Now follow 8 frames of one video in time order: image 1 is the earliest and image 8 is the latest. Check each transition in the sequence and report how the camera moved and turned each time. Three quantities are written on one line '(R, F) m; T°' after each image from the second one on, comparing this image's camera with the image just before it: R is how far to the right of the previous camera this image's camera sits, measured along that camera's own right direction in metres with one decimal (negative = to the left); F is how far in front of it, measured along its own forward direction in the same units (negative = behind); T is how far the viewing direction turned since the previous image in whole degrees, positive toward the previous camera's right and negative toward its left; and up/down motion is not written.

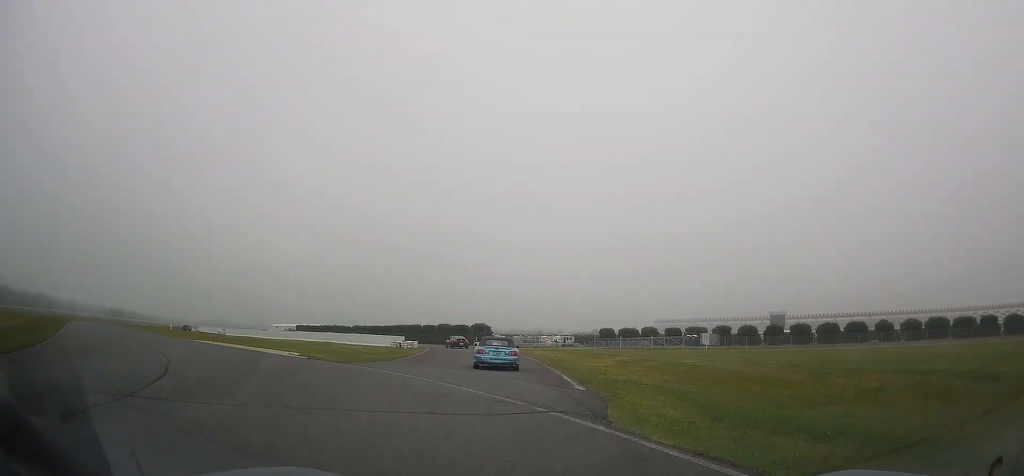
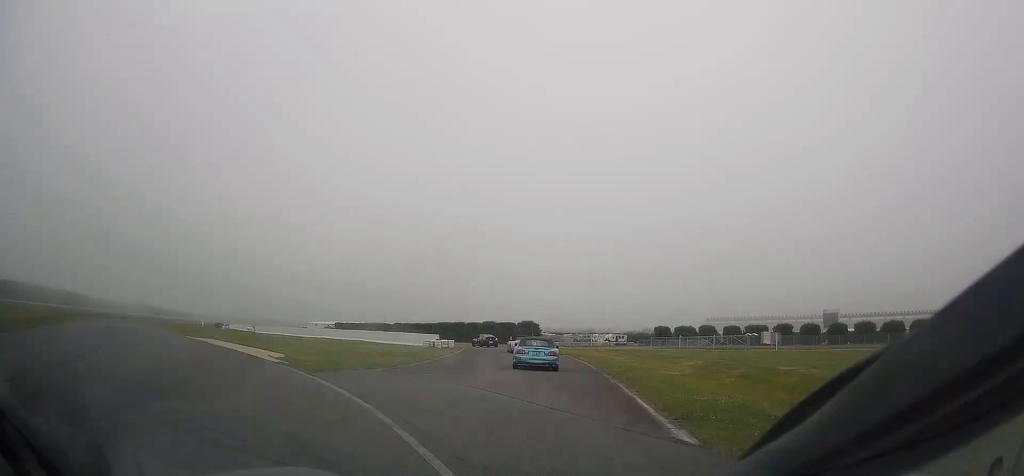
(-0.4, +7.0) m; -4°
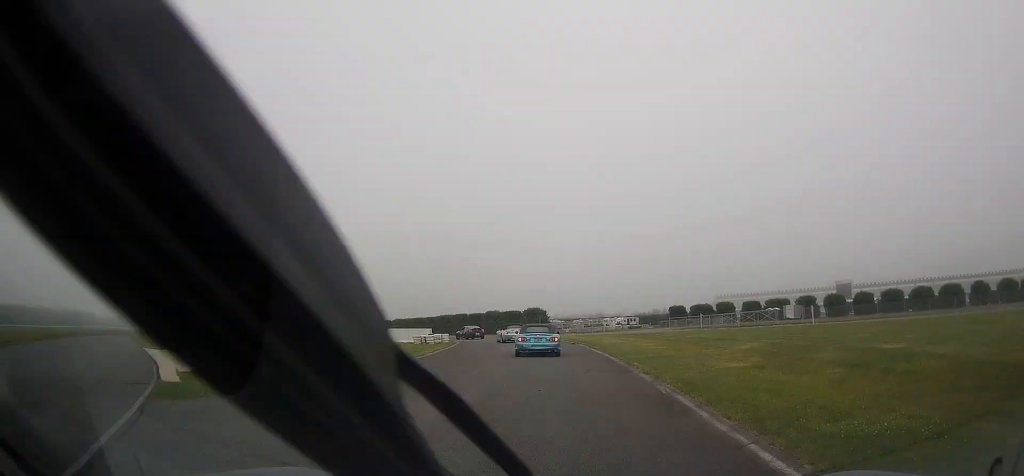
(-0.2, +7.0) m; -2°
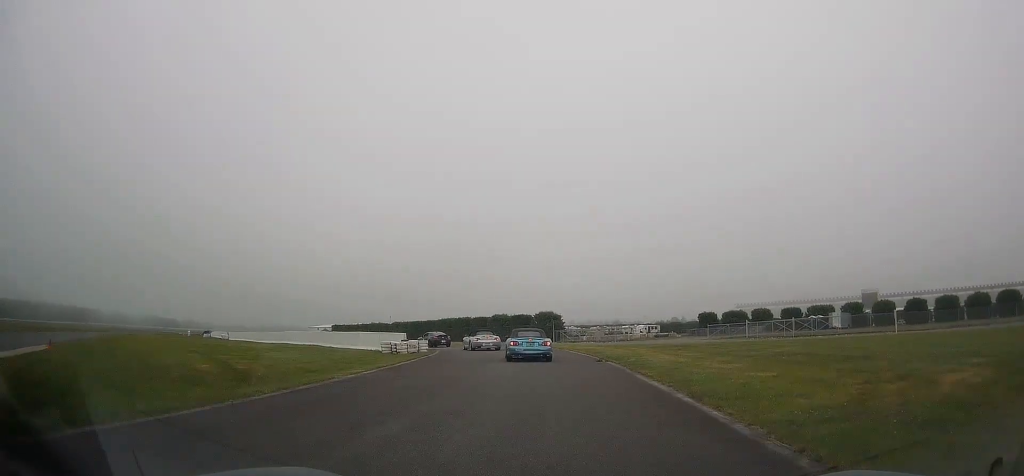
(-0.2, +12.1) m; 0°
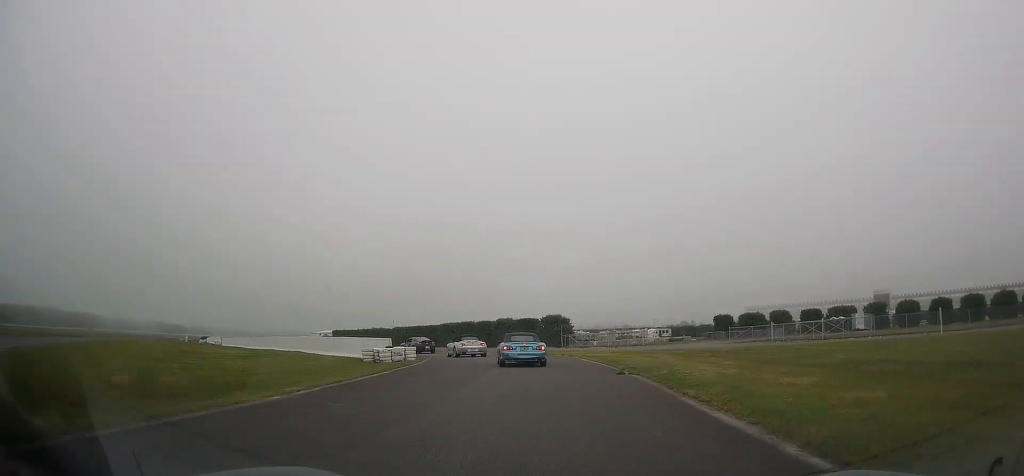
(0.0, +4.9) m; 0°
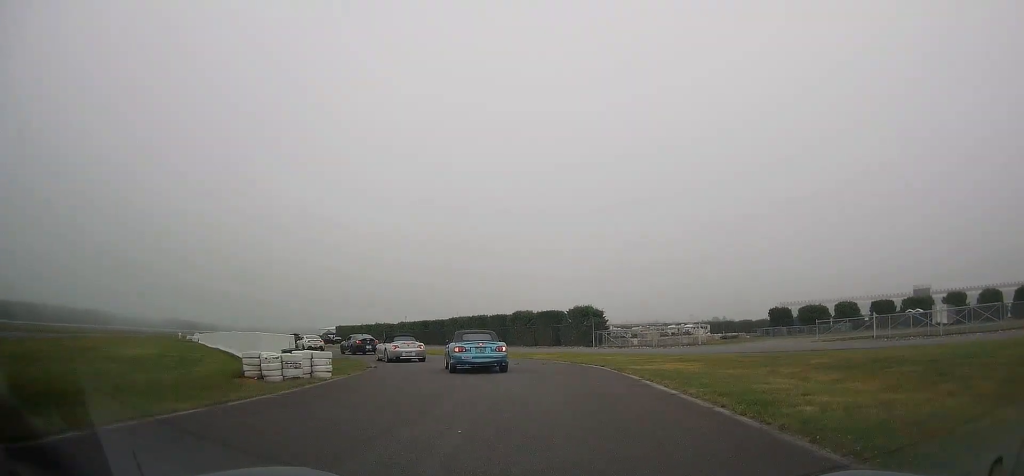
(-0.2, +14.7) m; -4°
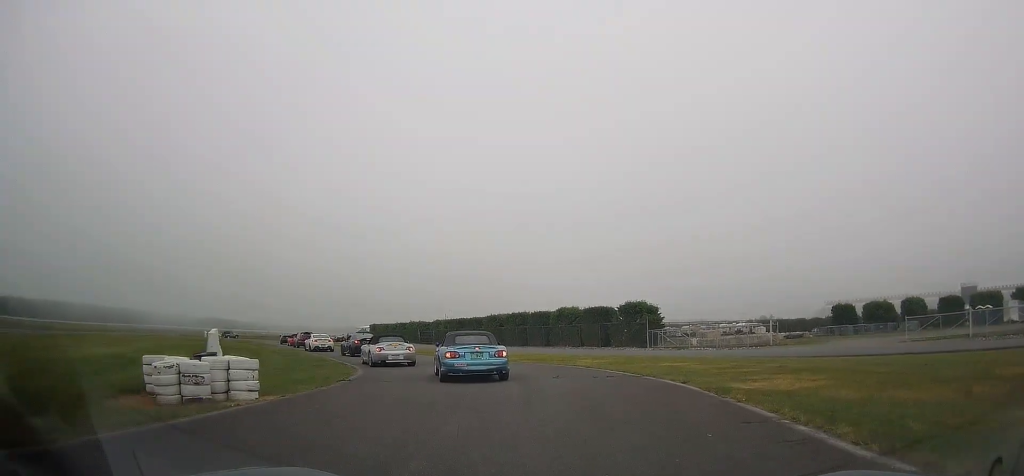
(-0.3, +7.0) m; -4°
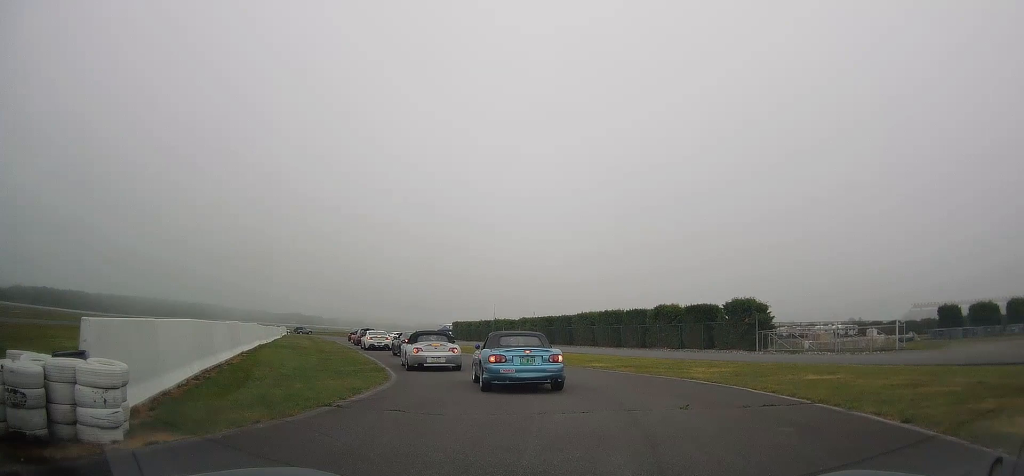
(-0.3, +6.7) m; -5°
